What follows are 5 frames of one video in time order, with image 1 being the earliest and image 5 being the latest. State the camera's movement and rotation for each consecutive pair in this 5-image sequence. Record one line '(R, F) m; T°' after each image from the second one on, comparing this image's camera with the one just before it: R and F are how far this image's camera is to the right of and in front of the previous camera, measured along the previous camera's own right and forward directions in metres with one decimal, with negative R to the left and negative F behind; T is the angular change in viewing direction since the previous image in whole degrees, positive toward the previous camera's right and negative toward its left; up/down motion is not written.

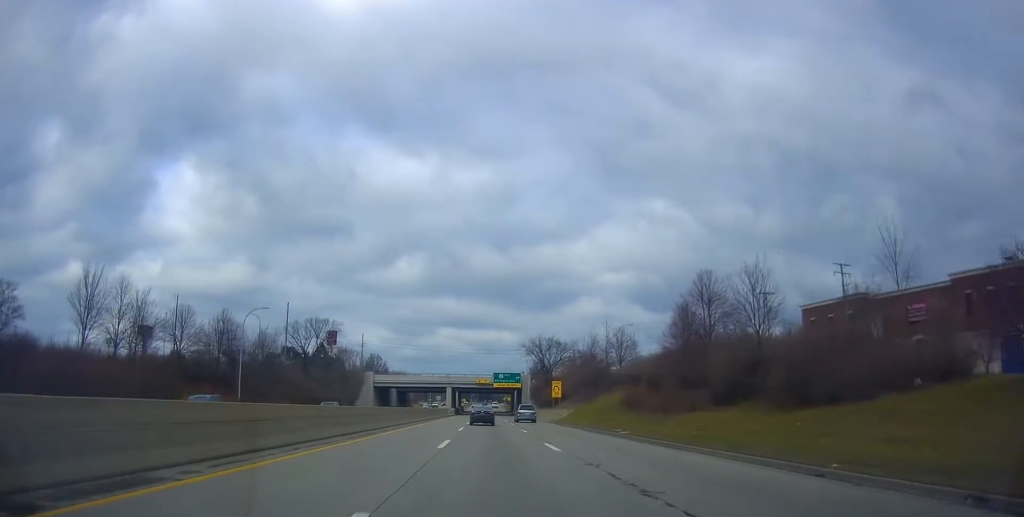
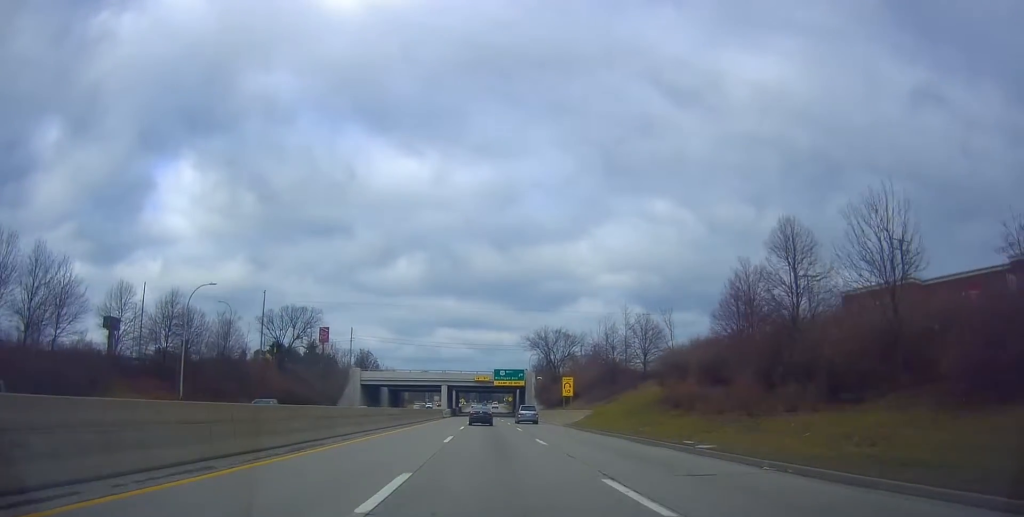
(+0.2, +11.2) m; 0°
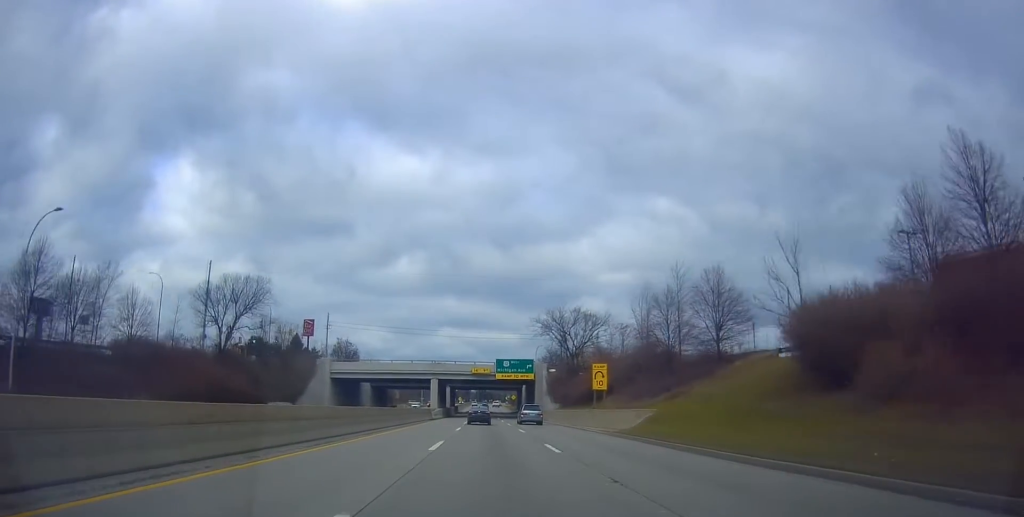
(-0.2, +19.6) m; -1°
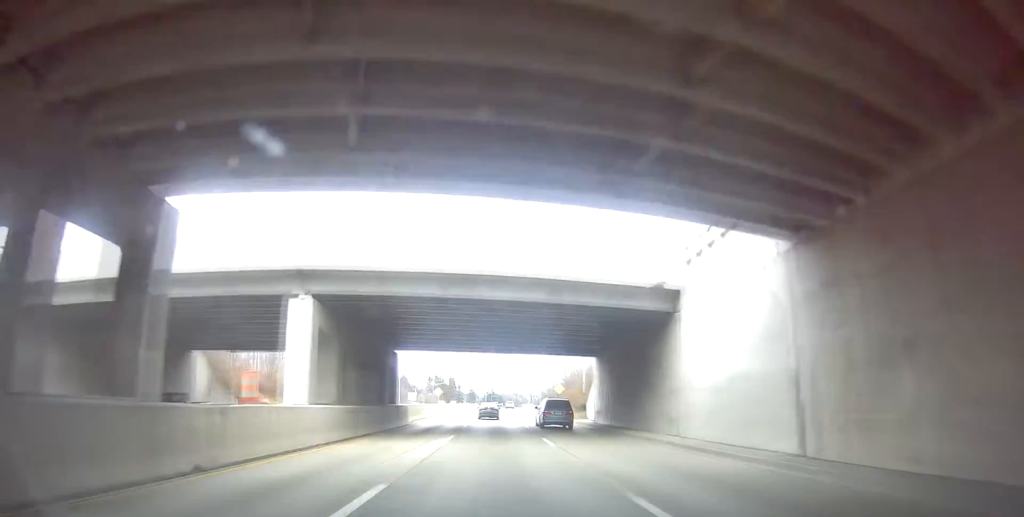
(+0.7, +89.3) m; 0°
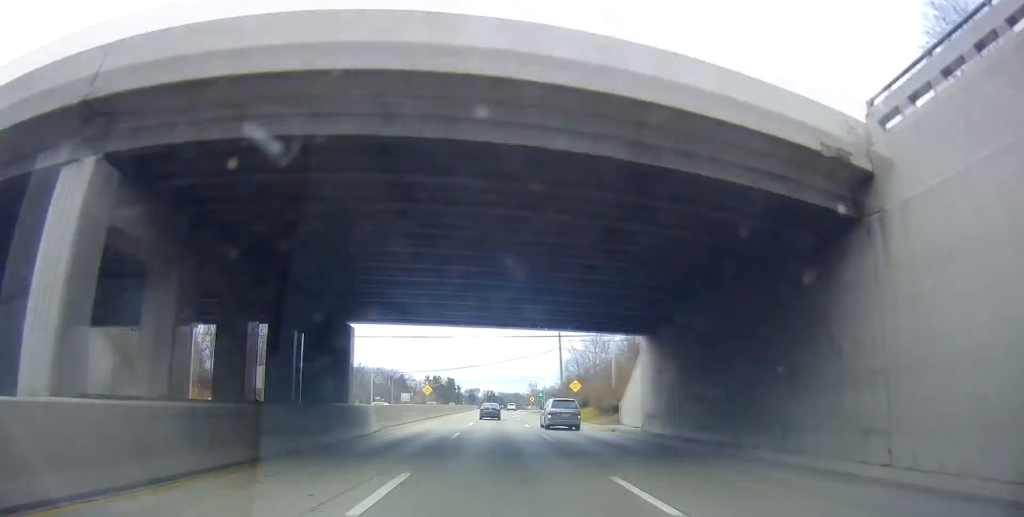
(-0.2, +13.2) m; -1°
